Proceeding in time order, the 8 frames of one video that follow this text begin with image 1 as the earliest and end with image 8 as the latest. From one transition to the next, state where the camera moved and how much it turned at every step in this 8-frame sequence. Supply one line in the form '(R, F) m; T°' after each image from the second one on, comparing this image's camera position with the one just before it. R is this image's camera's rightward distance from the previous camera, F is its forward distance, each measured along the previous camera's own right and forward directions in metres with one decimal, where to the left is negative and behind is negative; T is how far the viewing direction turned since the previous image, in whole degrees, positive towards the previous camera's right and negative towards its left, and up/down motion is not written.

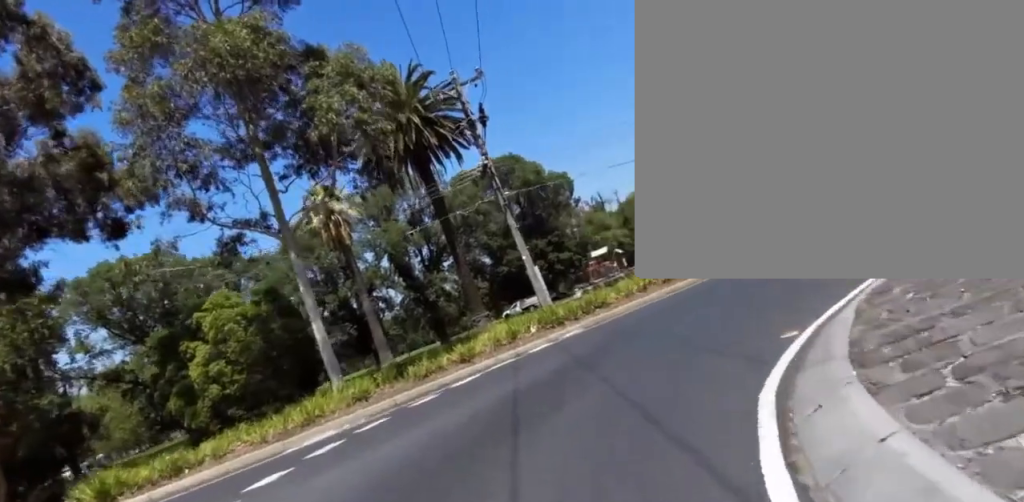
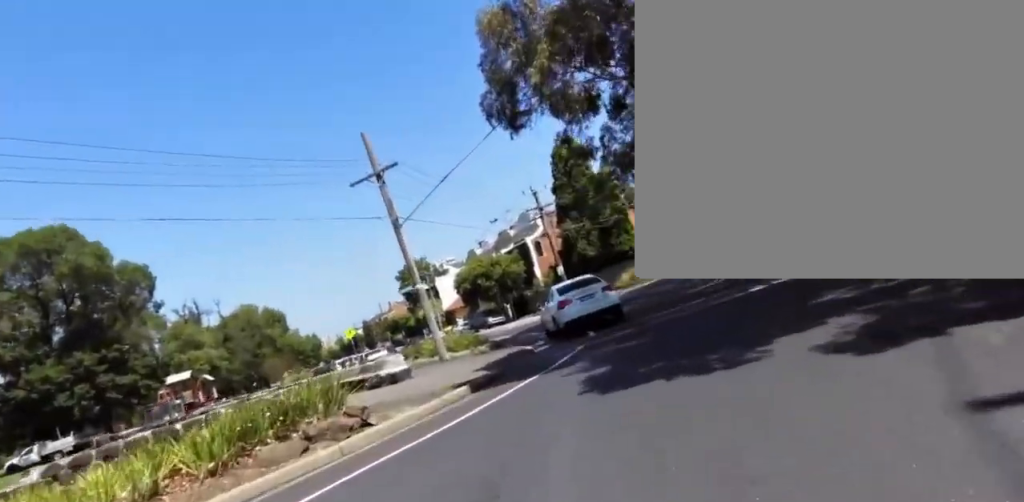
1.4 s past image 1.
(+4.5, +10.0) m; +46°
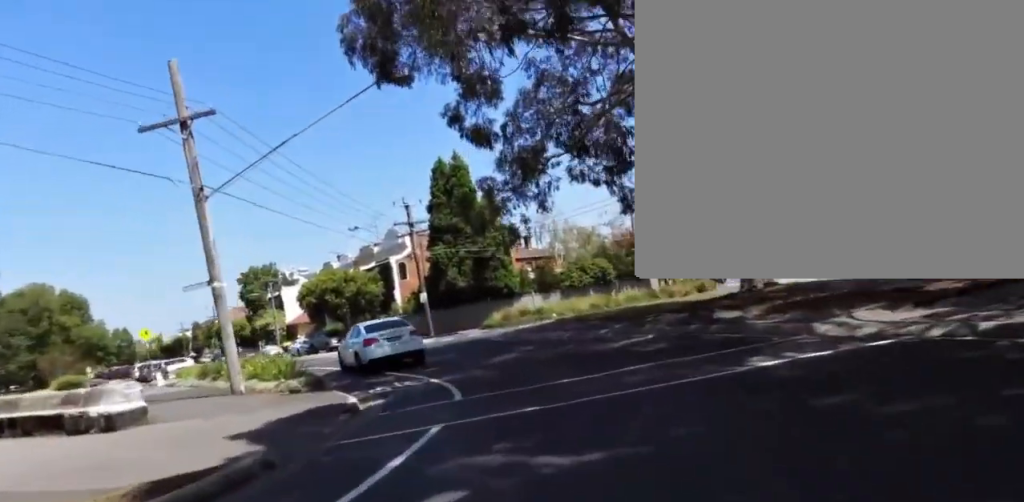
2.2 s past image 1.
(+1.2, +5.7) m; +19°
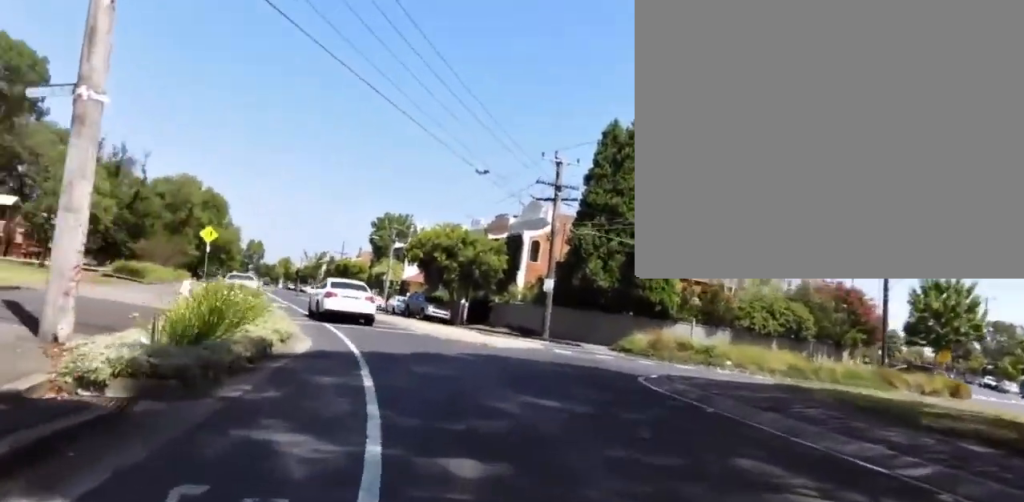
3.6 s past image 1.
(+0.7, +10.4) m; +3°
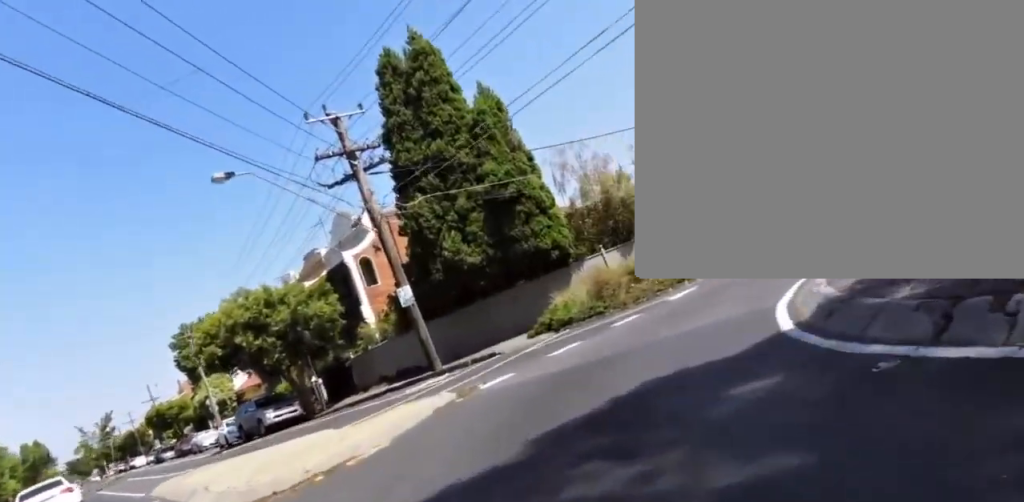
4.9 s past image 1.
(+1.0, +9.1) m; +16°
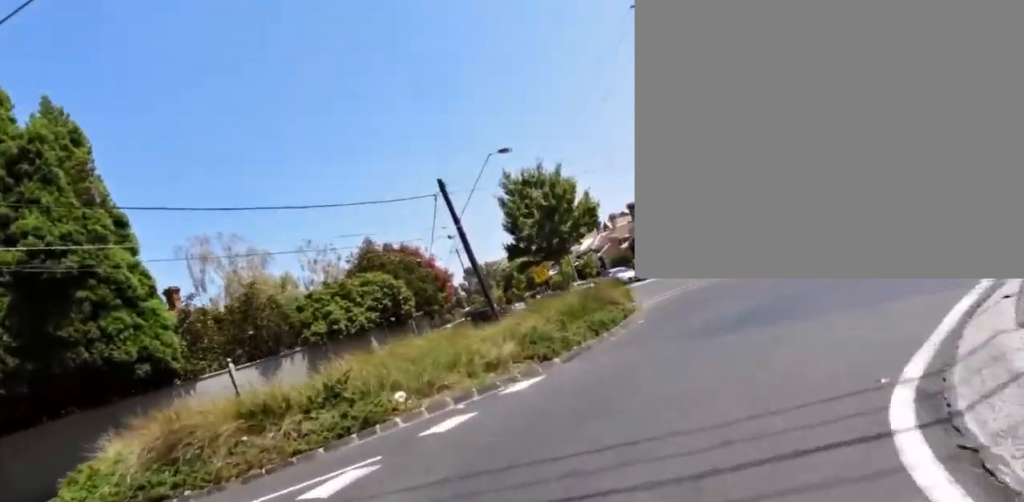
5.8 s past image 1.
(+0.5, +7.4) m; +4°
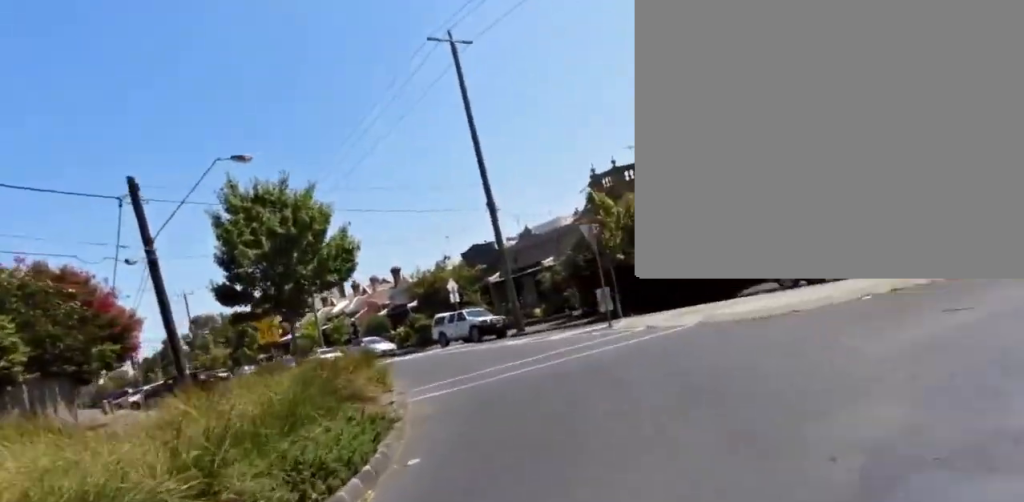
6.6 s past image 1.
(0.0, +6.0) m; 0°
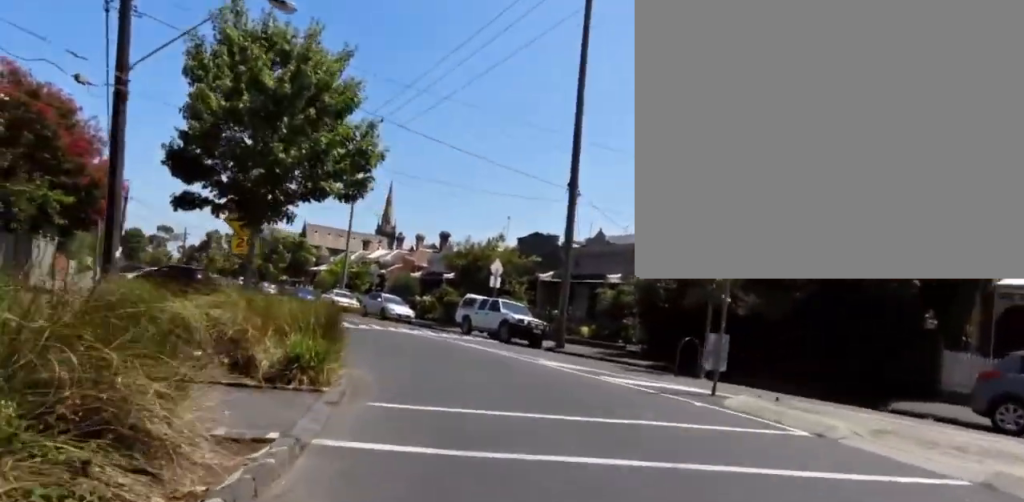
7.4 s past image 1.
(0.0, +5.6) m; 0°
